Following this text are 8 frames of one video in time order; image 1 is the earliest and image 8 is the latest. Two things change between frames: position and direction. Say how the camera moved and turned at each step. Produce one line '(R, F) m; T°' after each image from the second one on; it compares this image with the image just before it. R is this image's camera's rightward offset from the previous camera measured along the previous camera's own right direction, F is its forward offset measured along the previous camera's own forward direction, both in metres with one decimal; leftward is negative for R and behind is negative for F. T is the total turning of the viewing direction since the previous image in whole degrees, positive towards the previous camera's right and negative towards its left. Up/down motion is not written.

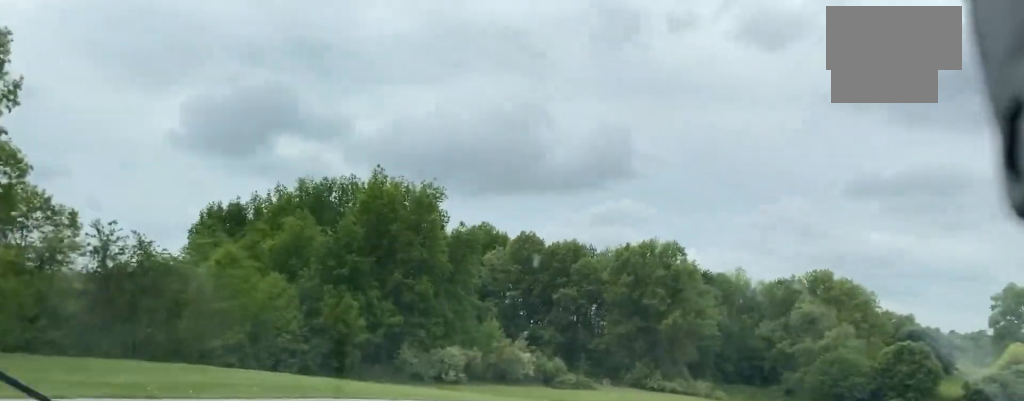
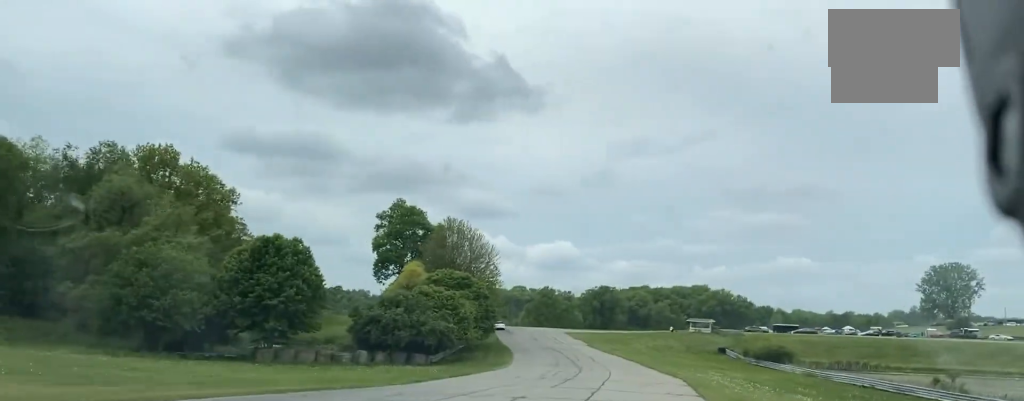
(+20.4, +54.0) m; +38°
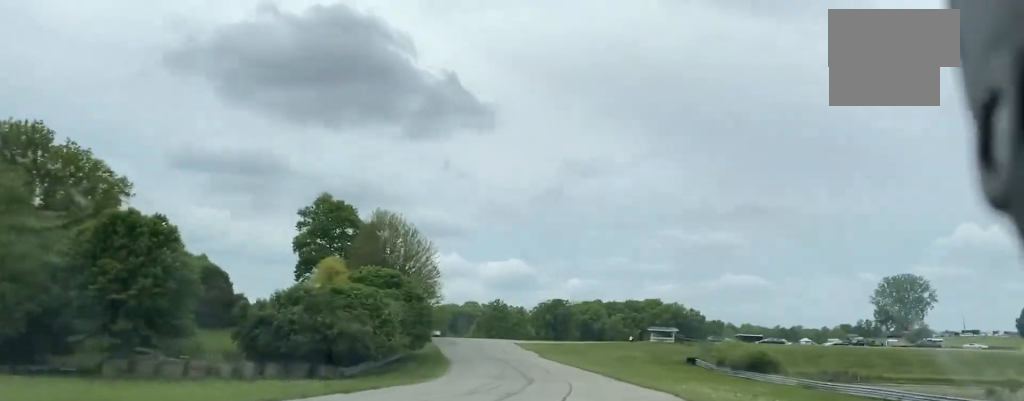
(+0.7, +14.5) m; +8°
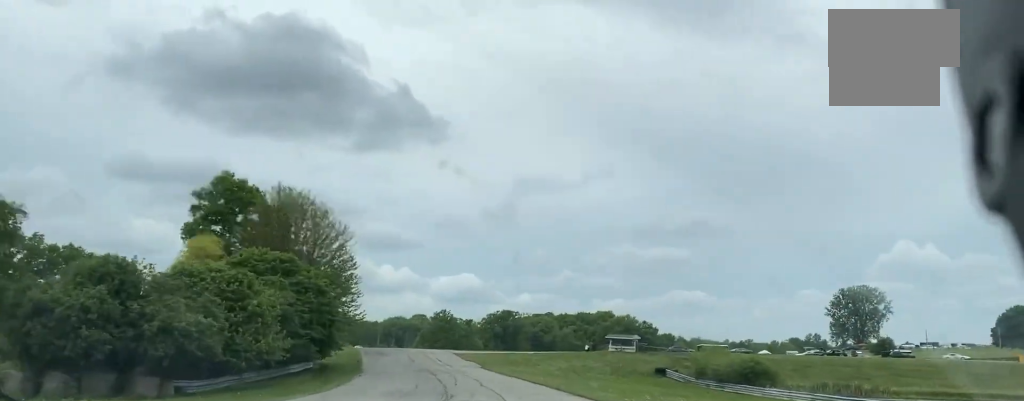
(+2.3, +17.3) m; +7°
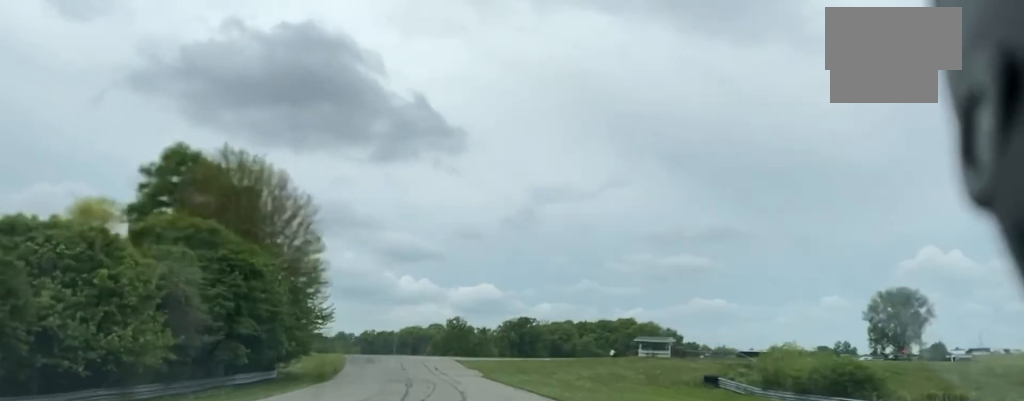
(+0.6, +17.9) m; -1°
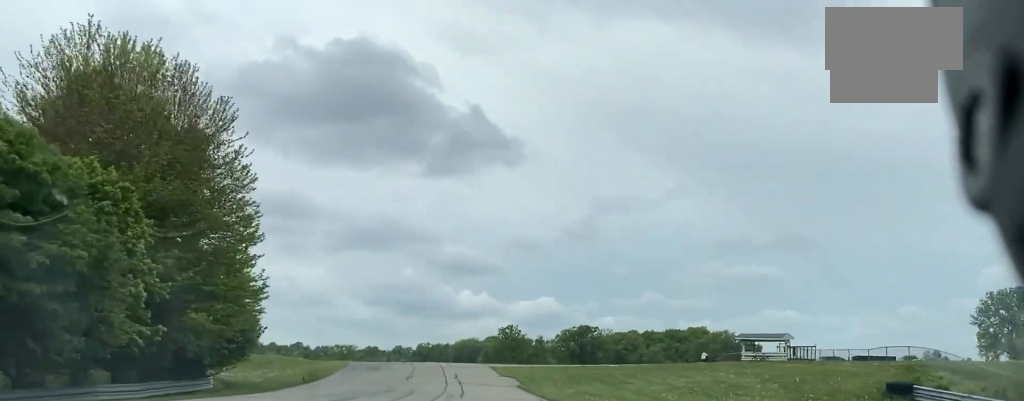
(-1.0, +25.3) m; -6°
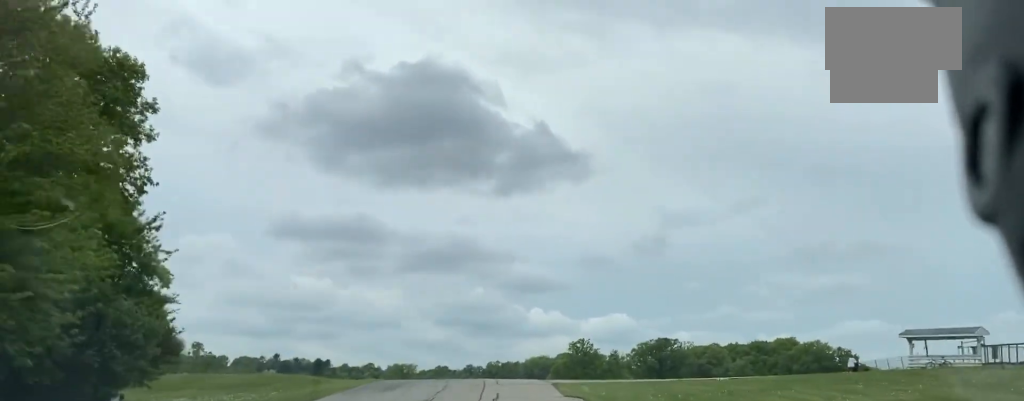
(-1.2, +20.6) m; -6°
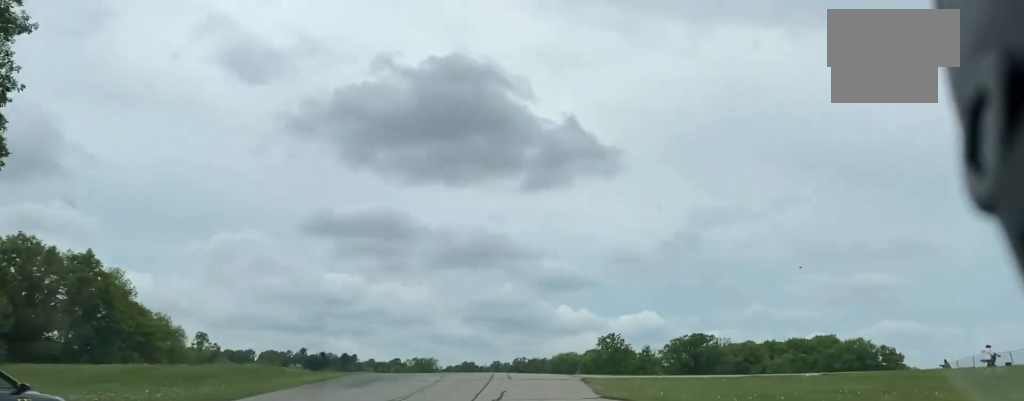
(-0.1, +14.4) m; -4°
